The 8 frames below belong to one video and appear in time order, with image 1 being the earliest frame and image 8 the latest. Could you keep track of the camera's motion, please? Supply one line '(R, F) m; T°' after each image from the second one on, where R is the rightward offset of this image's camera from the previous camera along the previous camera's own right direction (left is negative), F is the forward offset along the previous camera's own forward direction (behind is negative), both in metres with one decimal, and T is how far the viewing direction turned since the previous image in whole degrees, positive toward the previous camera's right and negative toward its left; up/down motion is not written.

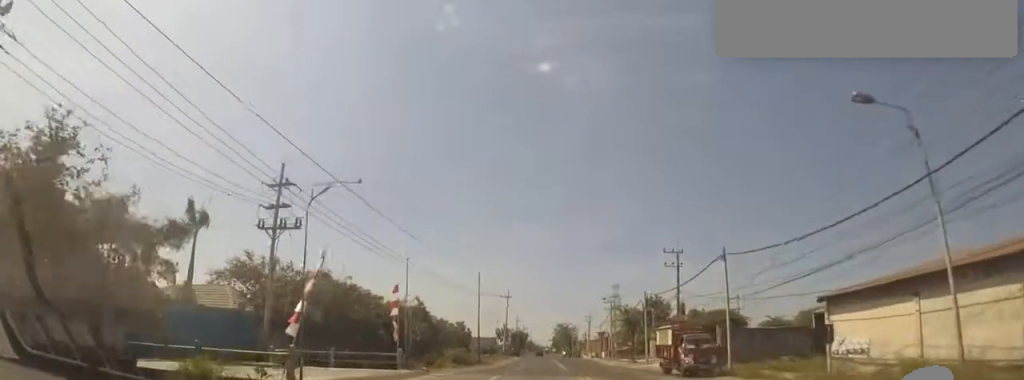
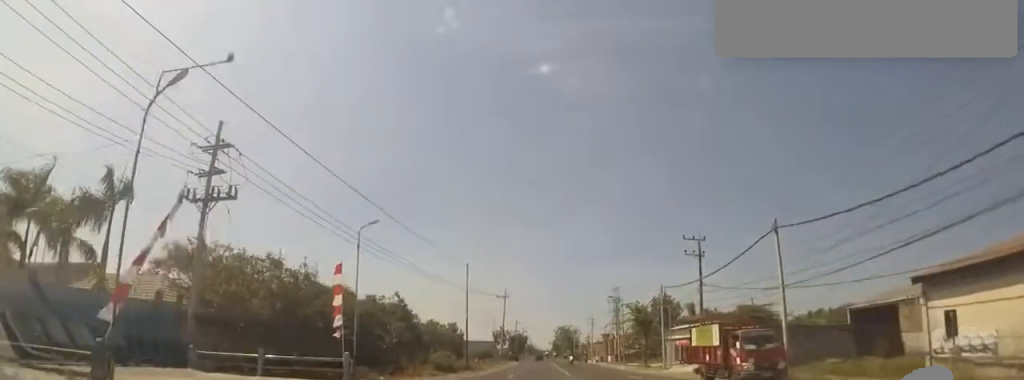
(-0.3, +6.1) m; 0°
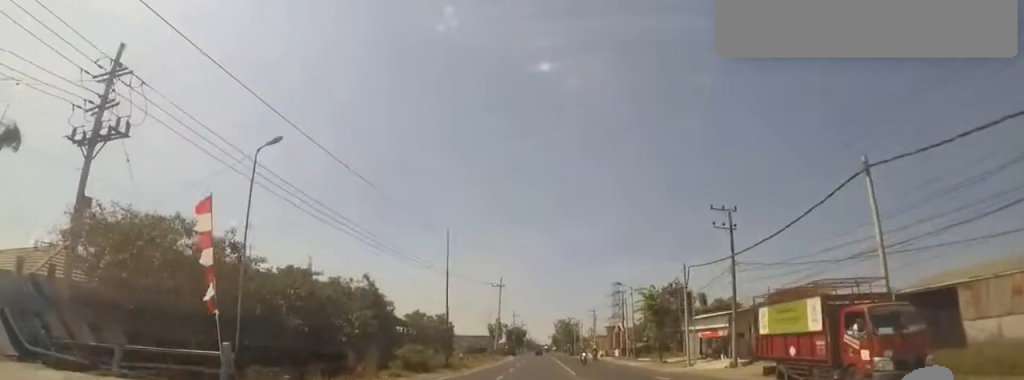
(-0.7, +6.4) m; 0°
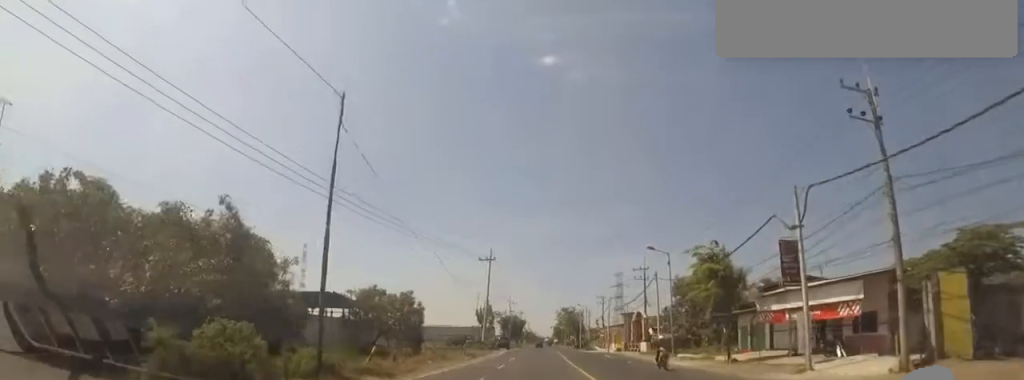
(+1.1, +14.7) m; +2°
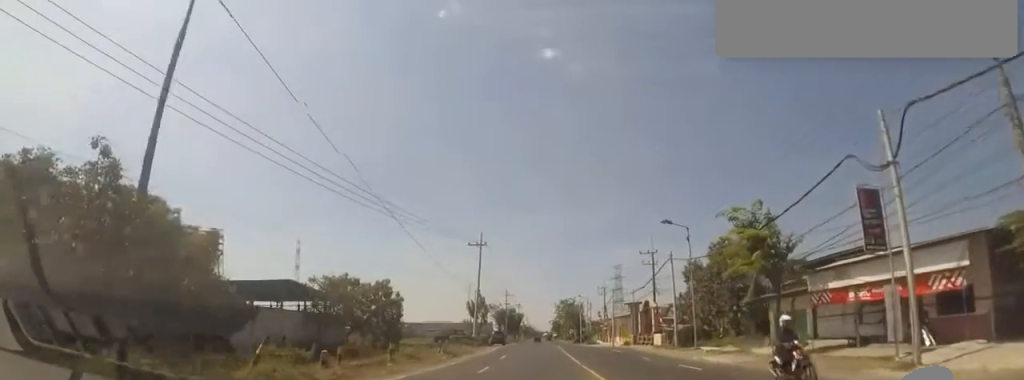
(-0.4, +5.6) m; -3°
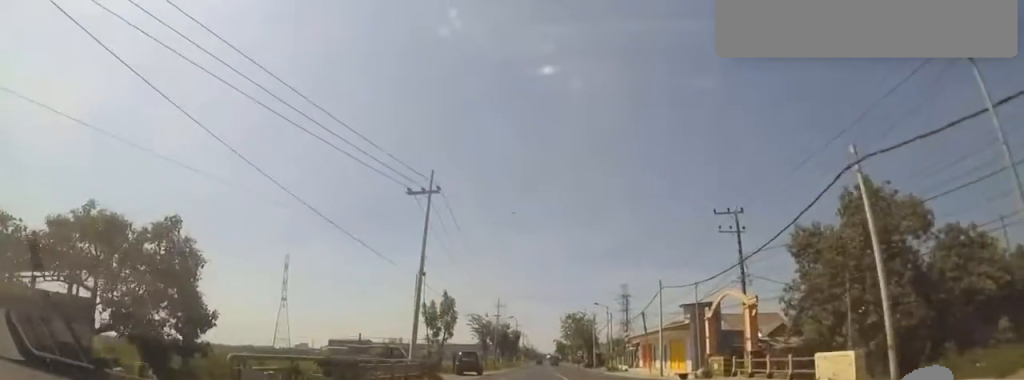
(-1.8, +23.1) m; -1°
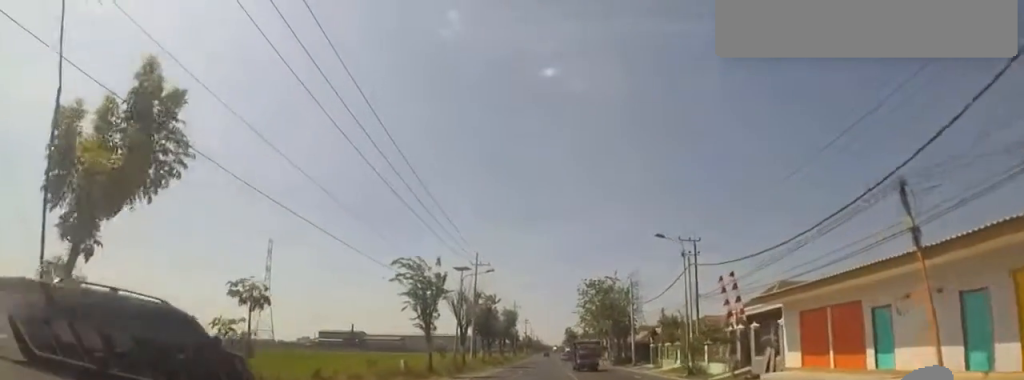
(+1.2, +32.5) m; +1°
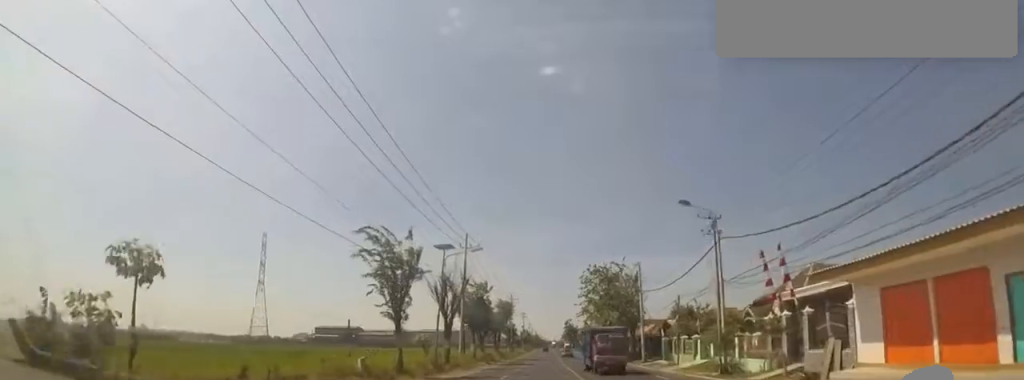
(+0.5, +6.0) m; 0°
